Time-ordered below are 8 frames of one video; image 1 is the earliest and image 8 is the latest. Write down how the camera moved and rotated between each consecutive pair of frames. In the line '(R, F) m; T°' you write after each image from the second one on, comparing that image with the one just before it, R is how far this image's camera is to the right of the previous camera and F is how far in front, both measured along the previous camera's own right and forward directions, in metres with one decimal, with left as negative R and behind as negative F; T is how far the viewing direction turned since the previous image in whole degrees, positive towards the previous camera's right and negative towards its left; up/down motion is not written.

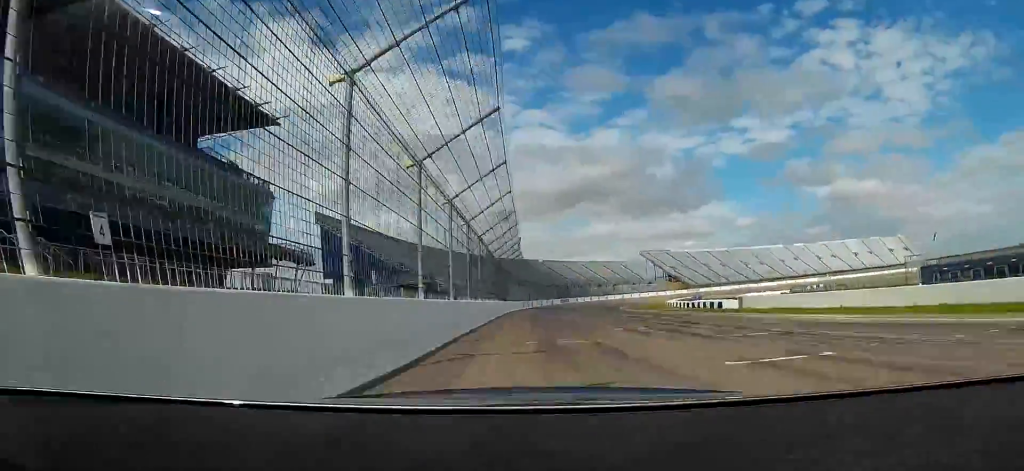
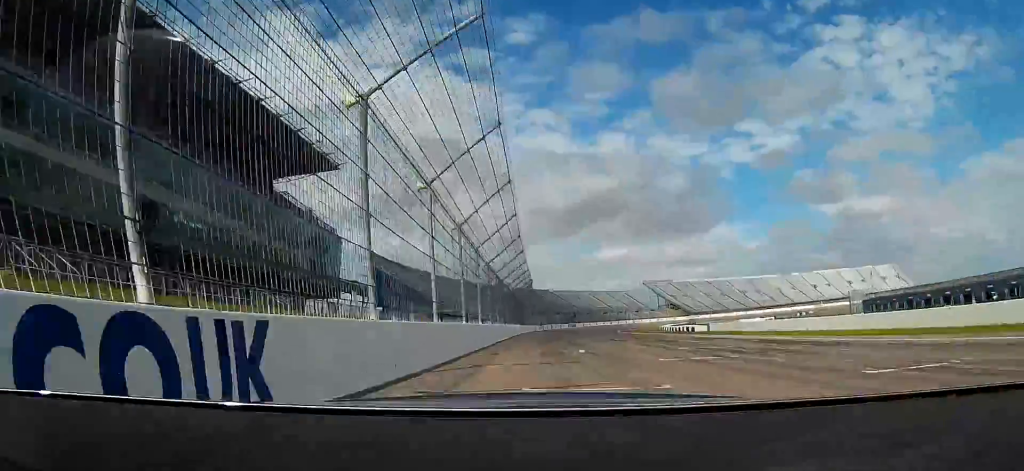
(0.0, +24.0) m; 0°
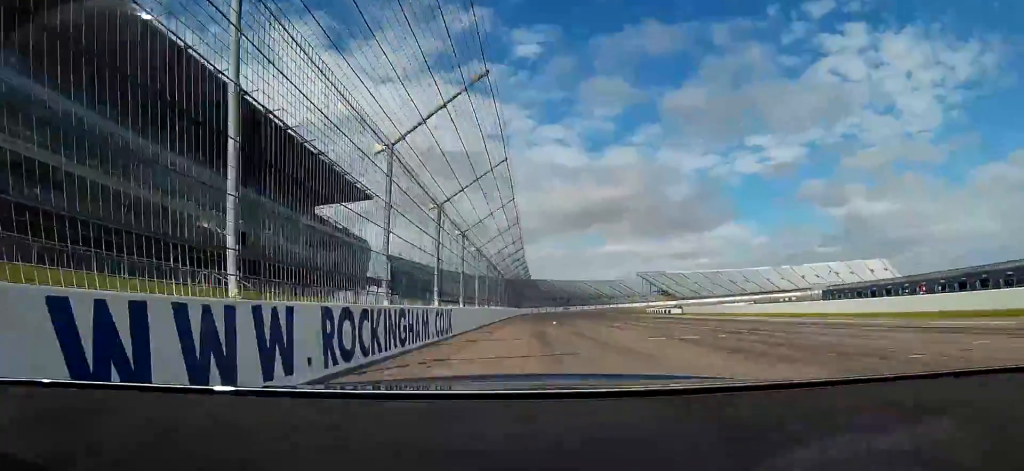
(+0.1, +17.1) m; 0°
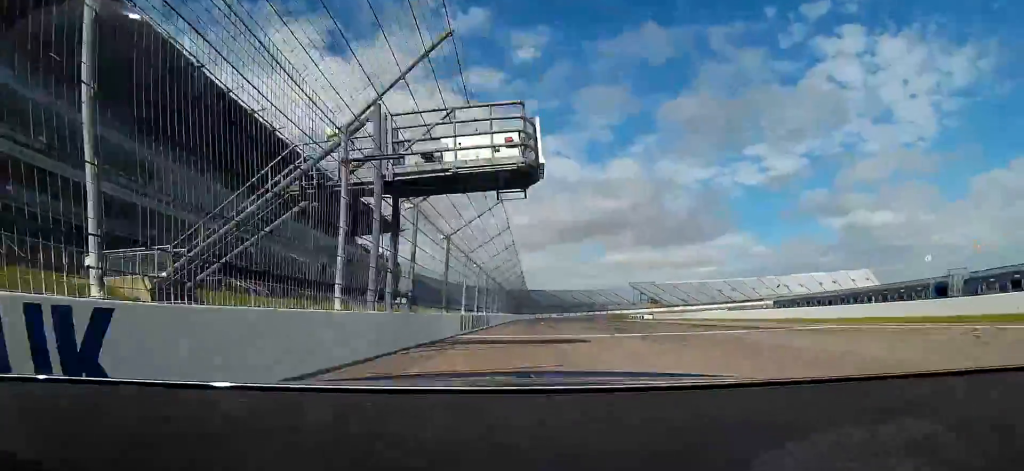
(-0.1, +27.3) m; 0°
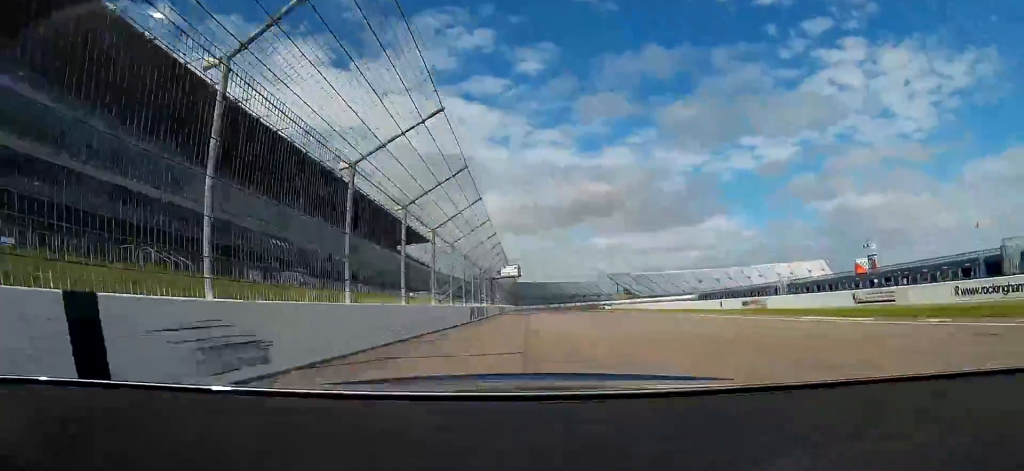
(-0.2, +63.4) m; -1°
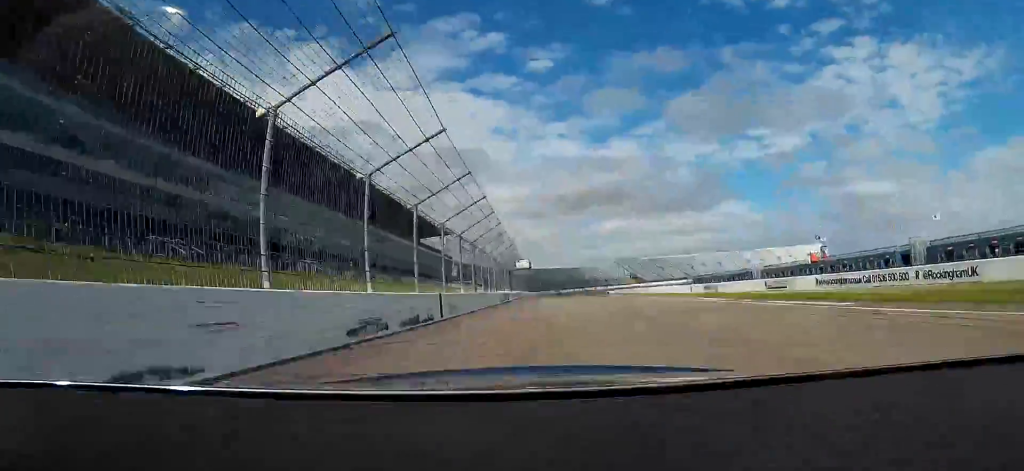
(-0.3, +25.5) m; -1°
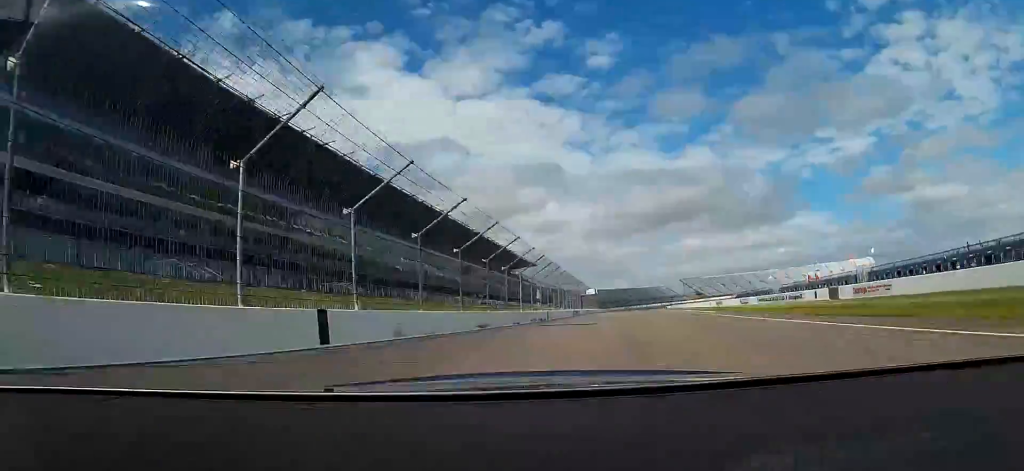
(-0.8, +47.5) m; -4°
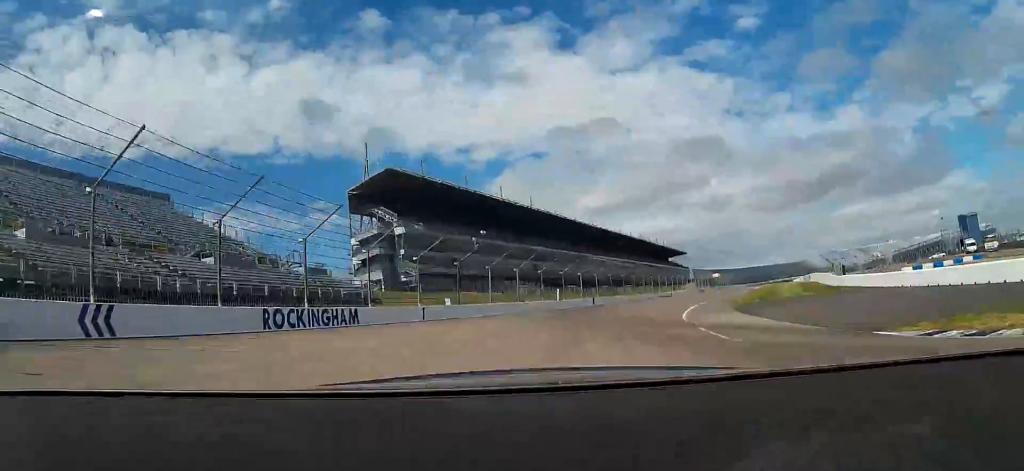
(-6.7, +73.4) m; -13°
